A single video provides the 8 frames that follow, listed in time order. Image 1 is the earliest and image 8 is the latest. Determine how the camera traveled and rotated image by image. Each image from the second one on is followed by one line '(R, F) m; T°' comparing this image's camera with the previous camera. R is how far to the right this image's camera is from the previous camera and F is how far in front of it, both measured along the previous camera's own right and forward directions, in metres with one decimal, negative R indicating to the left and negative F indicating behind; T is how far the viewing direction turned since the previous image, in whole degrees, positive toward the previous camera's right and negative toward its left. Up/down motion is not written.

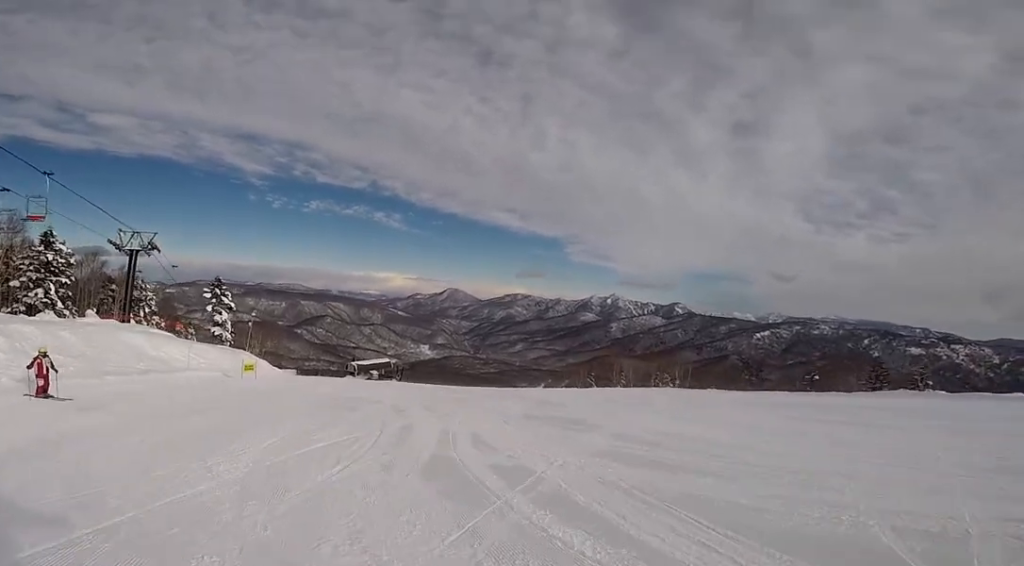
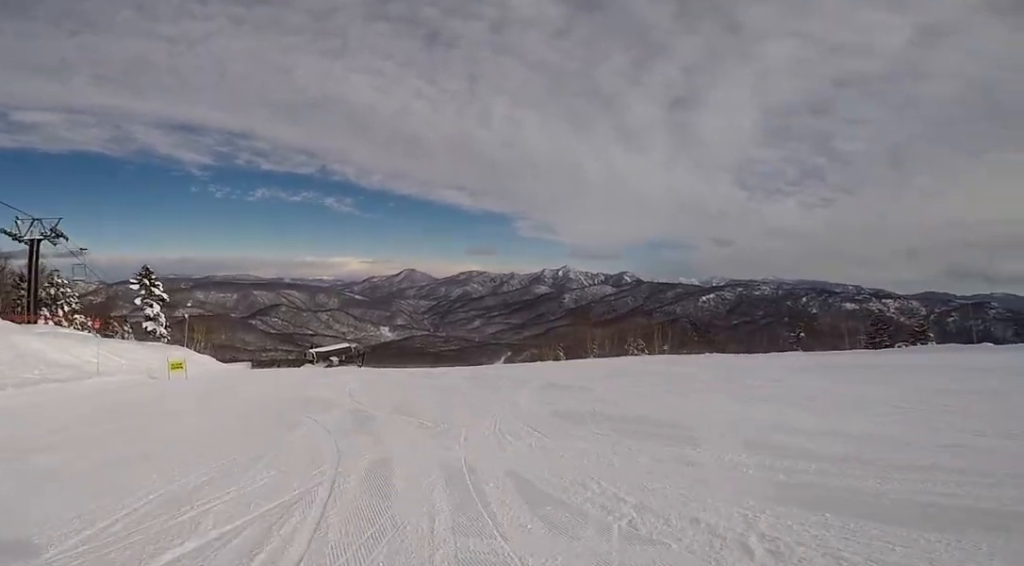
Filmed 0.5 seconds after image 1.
(-0.1, +4.3) m; -1°
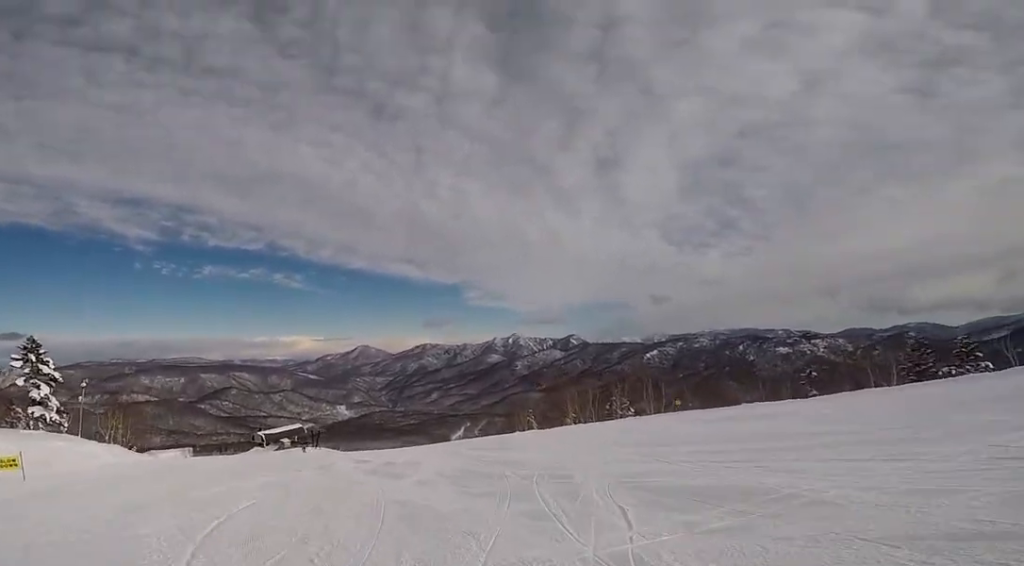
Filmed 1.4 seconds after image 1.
(0.0, +7.3) m; +1°
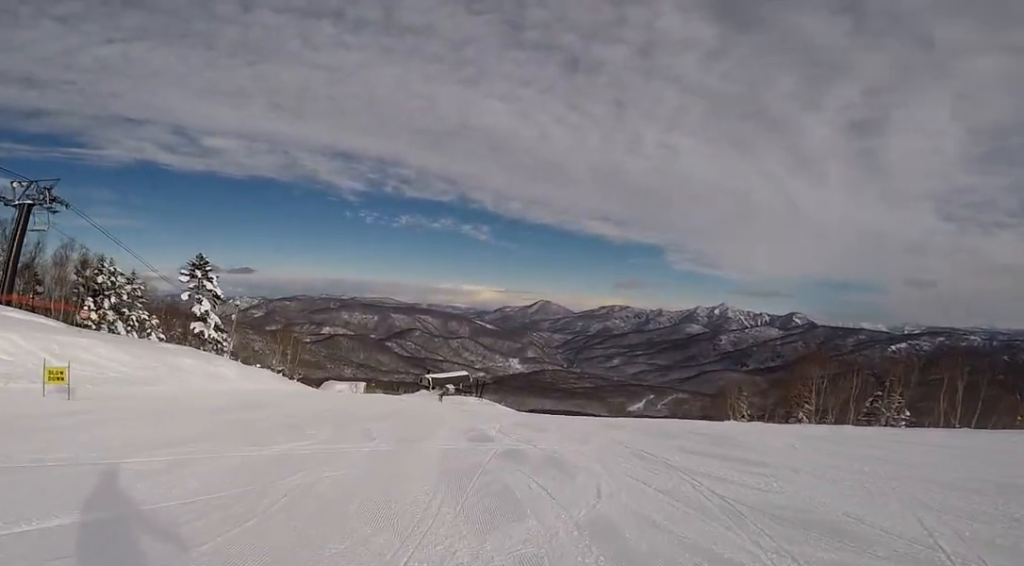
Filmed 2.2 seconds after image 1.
(+0.3, +6.8) m; -13°
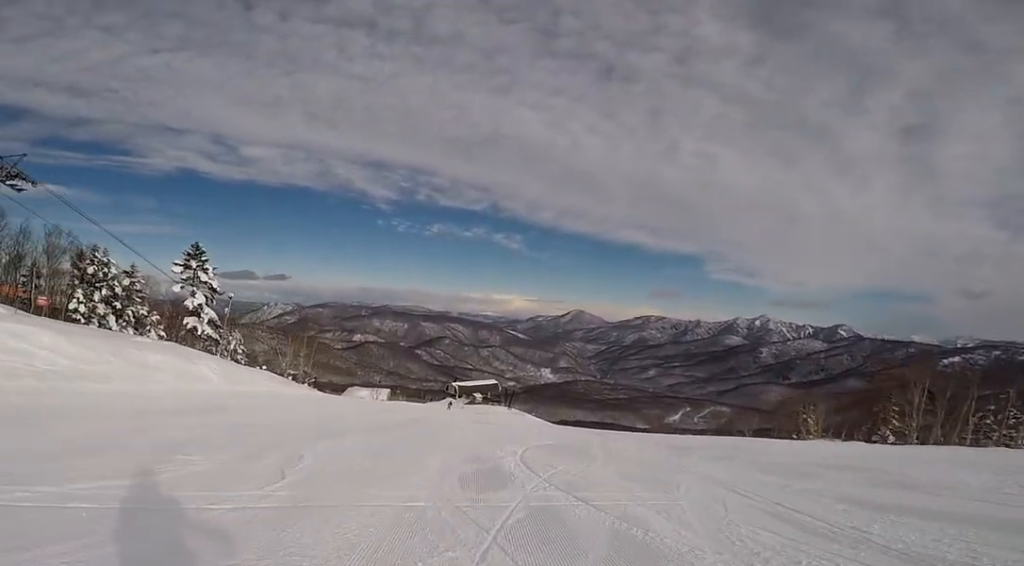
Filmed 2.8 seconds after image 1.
(-1.0, +4.8) m; -10°
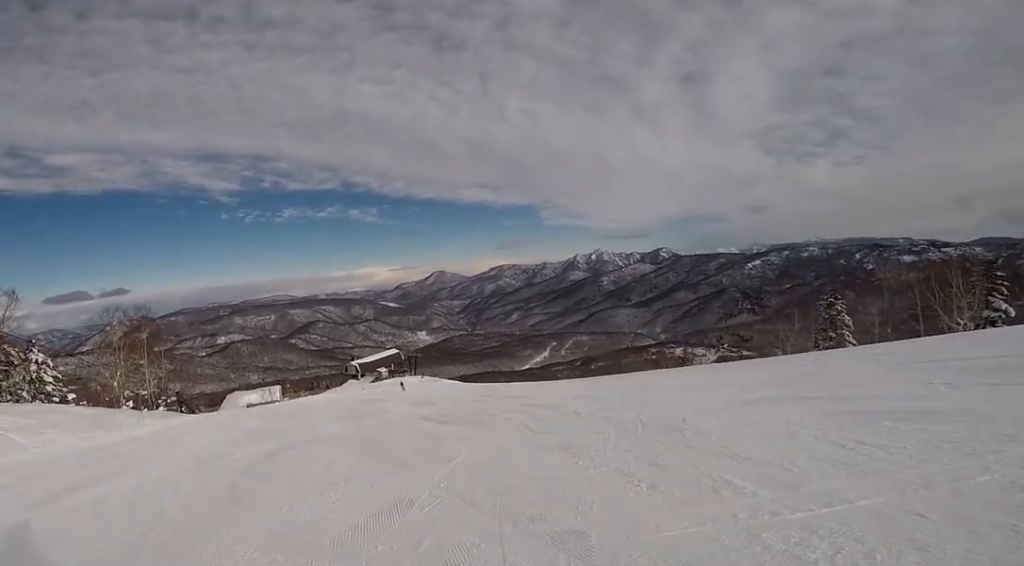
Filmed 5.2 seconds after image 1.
(+0.4, +18.5) m; +22°
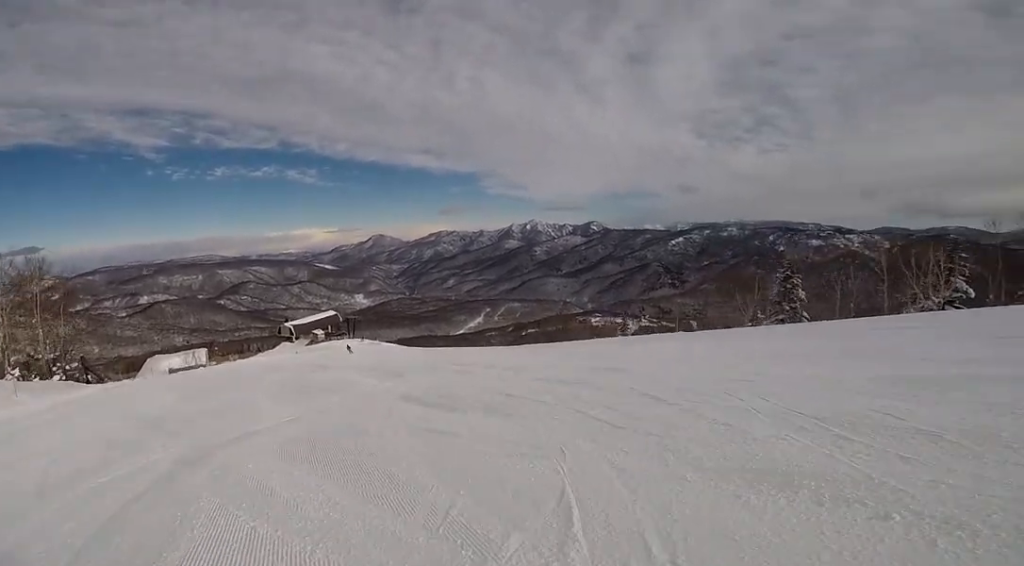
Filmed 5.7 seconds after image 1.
(+0.3, +3.8) m; +3°
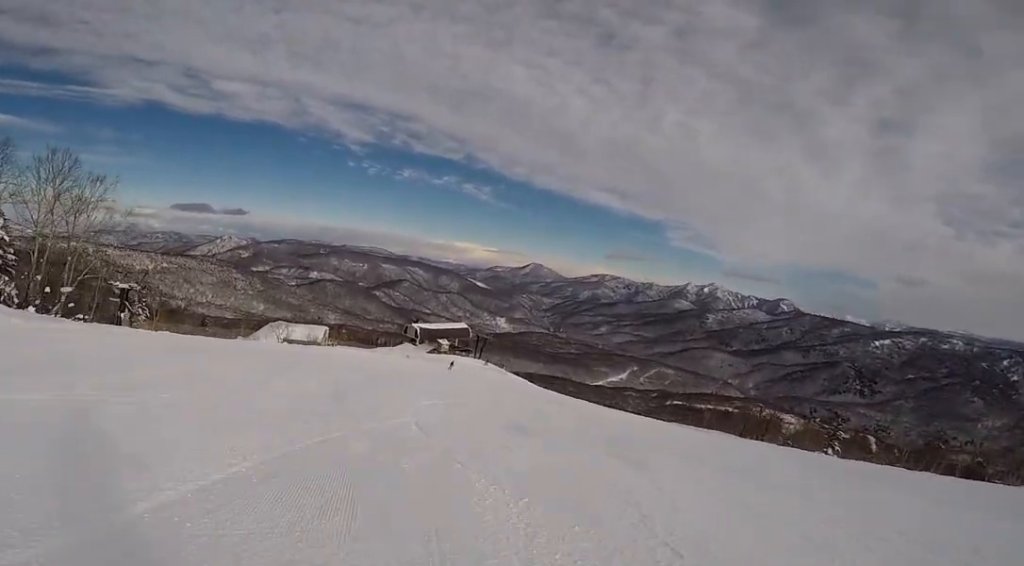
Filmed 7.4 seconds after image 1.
(-0.3, +14.1) m; -19°
